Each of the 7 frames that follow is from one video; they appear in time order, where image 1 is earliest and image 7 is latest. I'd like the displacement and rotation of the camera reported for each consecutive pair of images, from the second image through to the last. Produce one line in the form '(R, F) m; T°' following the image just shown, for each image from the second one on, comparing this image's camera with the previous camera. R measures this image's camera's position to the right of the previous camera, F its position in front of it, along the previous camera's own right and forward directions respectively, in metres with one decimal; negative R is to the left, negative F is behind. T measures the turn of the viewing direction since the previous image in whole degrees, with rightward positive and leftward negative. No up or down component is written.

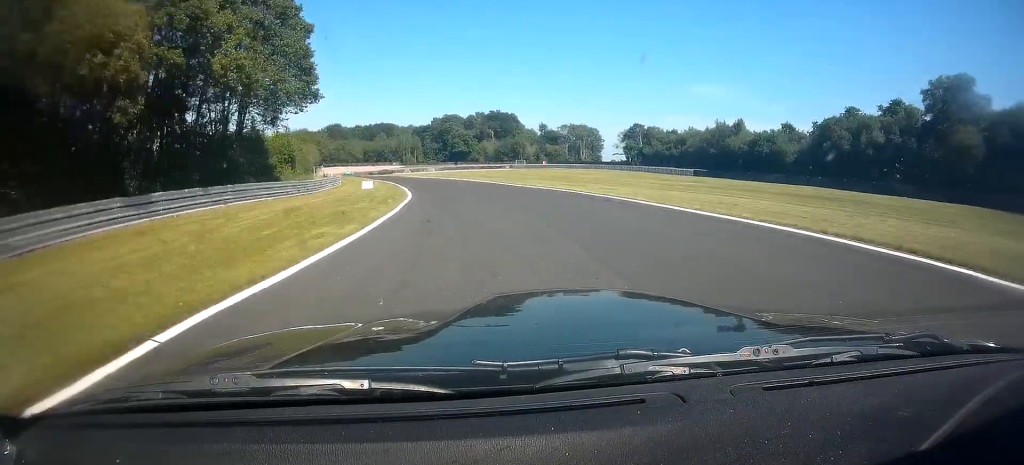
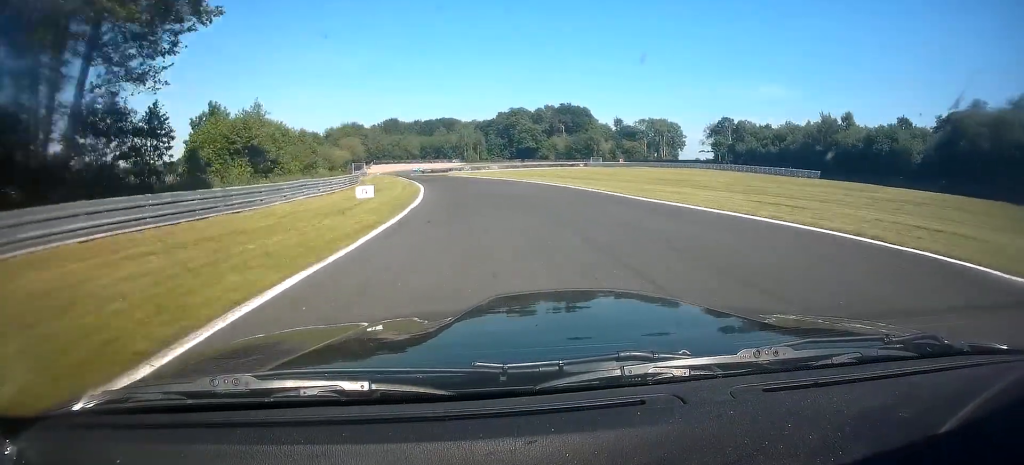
(-0.8, +27.2) m; +1°
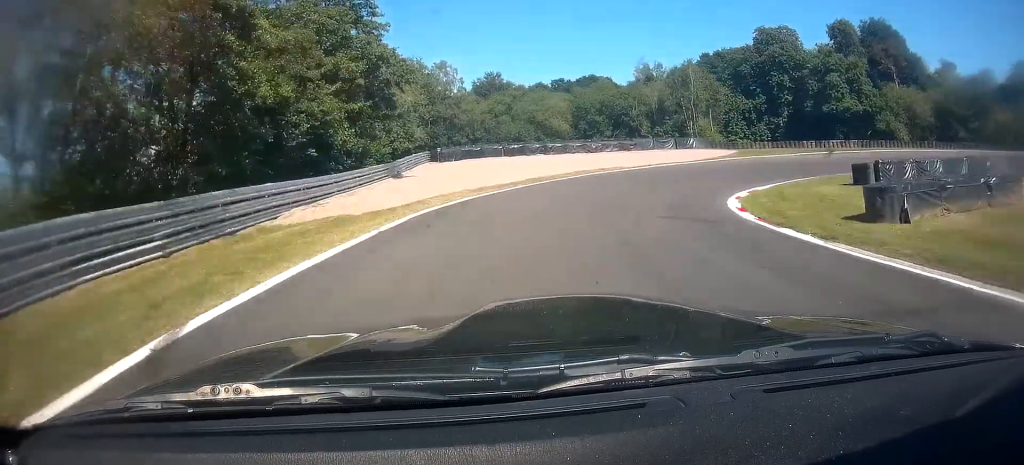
(-4.5, +155.4) m; -8°
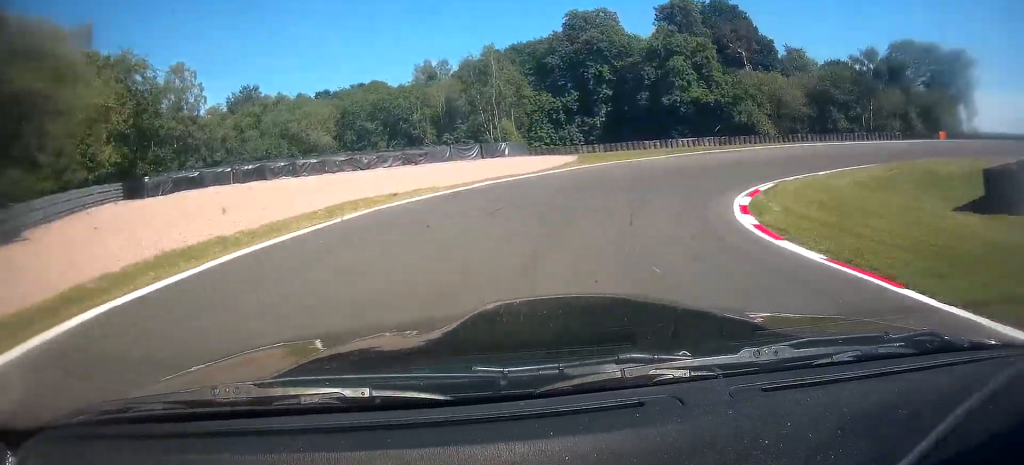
(+1.6, +25.4) m; -9°
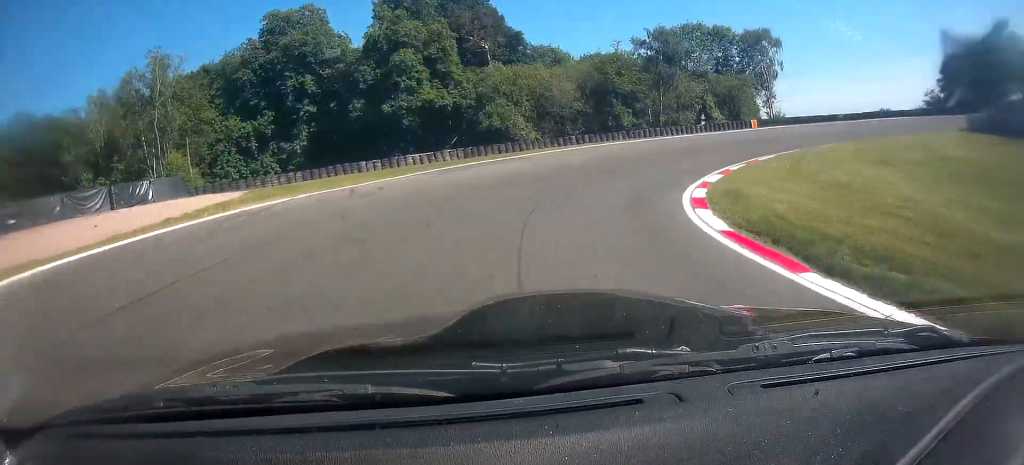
(-3.7, +21.6) m; -9°
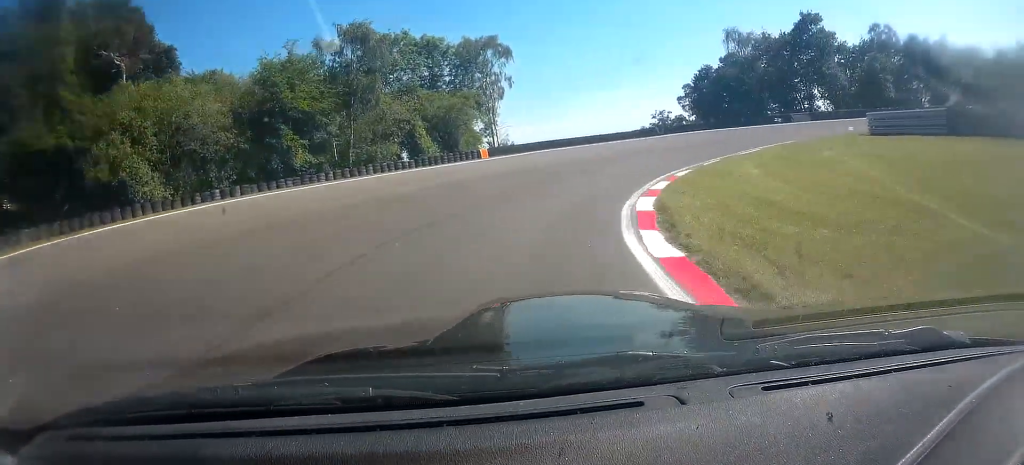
(-2.0, +21.7) m; +2°
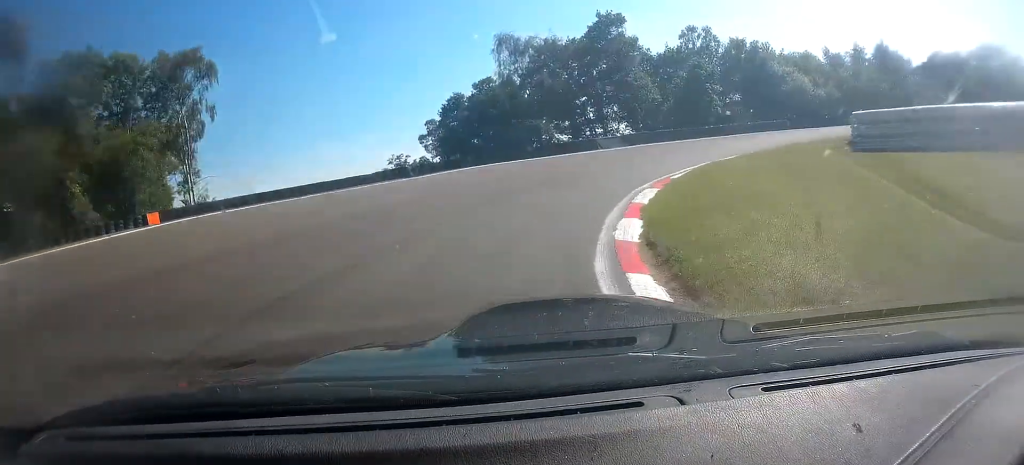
(+2.3, +17.8) m; +9°
